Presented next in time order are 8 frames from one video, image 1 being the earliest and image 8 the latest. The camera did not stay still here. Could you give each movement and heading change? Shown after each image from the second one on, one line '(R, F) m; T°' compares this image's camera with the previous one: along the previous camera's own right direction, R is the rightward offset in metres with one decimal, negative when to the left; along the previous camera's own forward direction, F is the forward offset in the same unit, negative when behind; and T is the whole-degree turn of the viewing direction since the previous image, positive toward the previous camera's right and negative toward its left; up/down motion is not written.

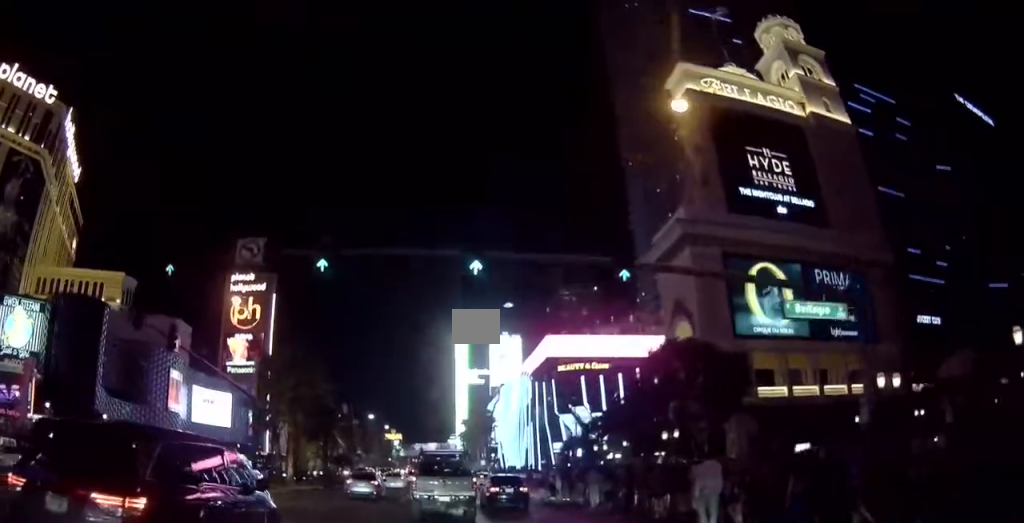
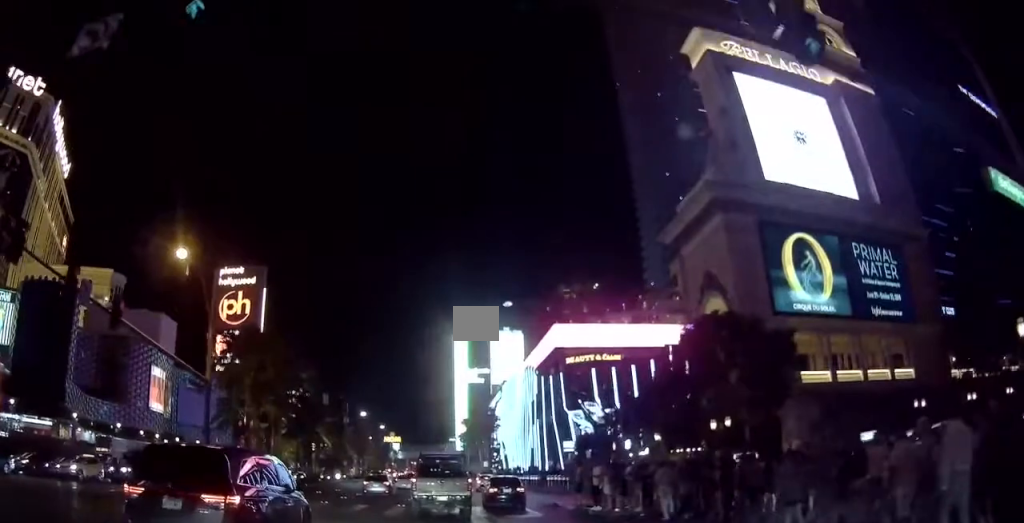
(-0.2, +7.9) m; -2°
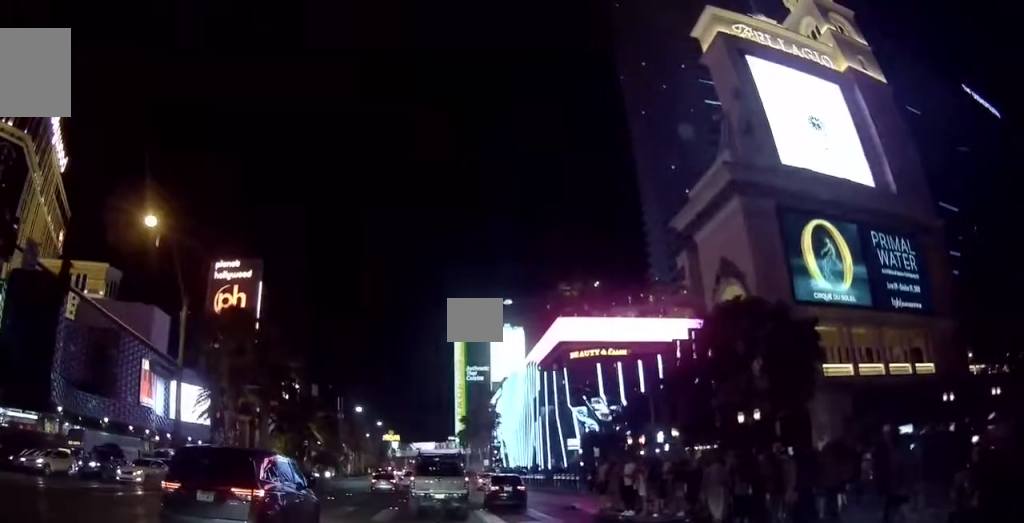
(0.0, +3.6) m; 0°
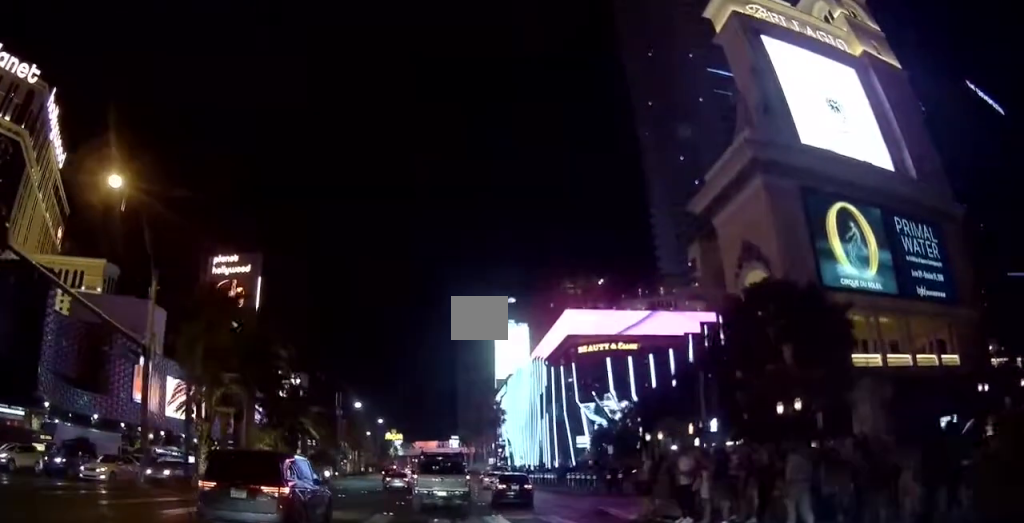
(0.0, +3.9) m; 0°
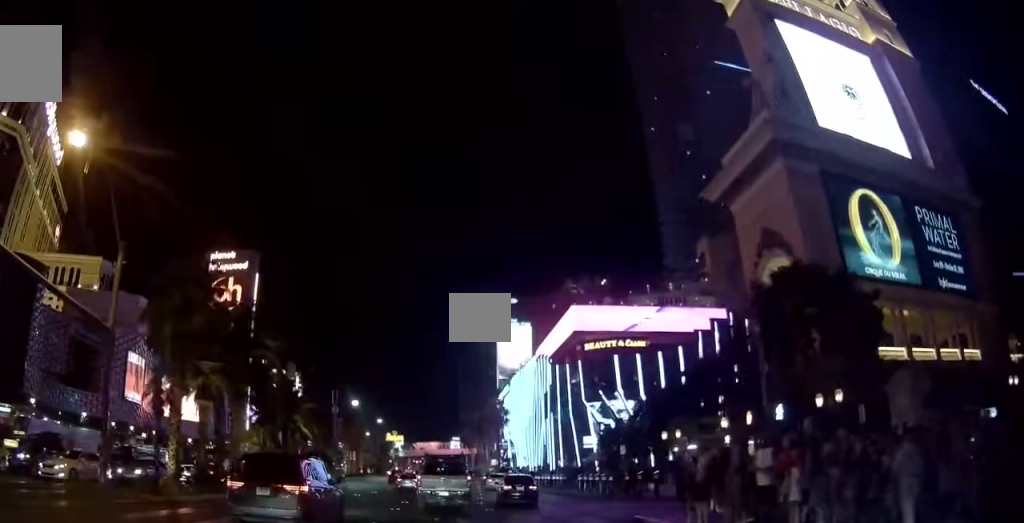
(0.0, +3.5) m; 0°
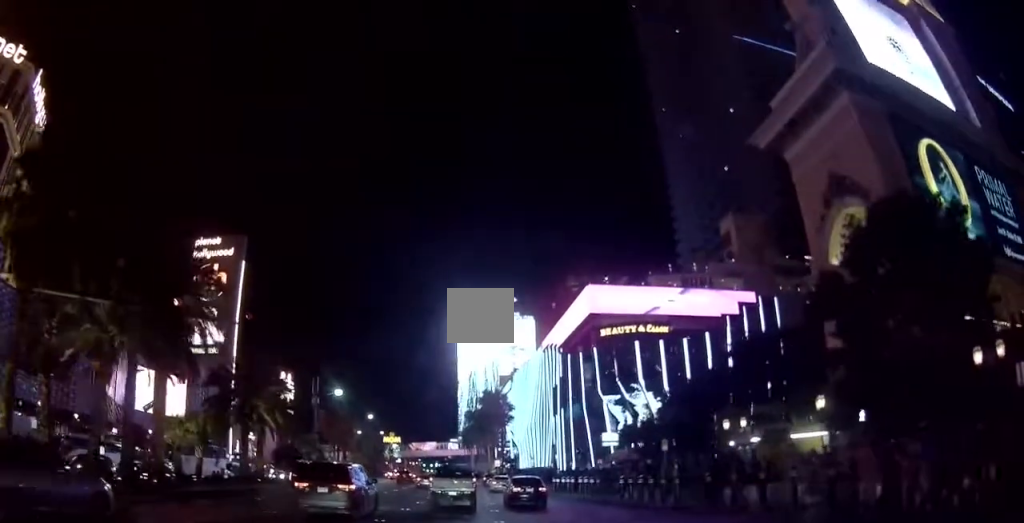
(0.0, +10.5) m; 0°
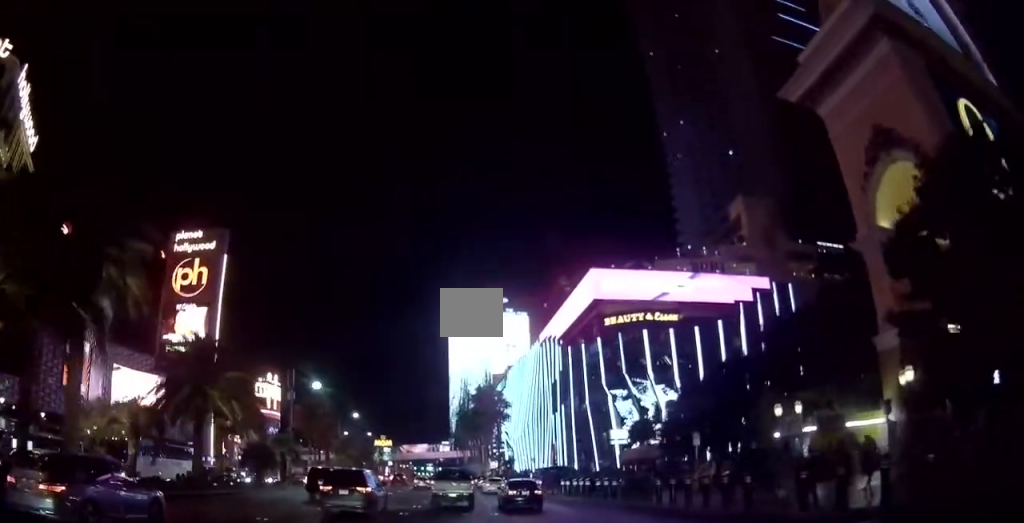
(0.0, +6.6) m; 0°
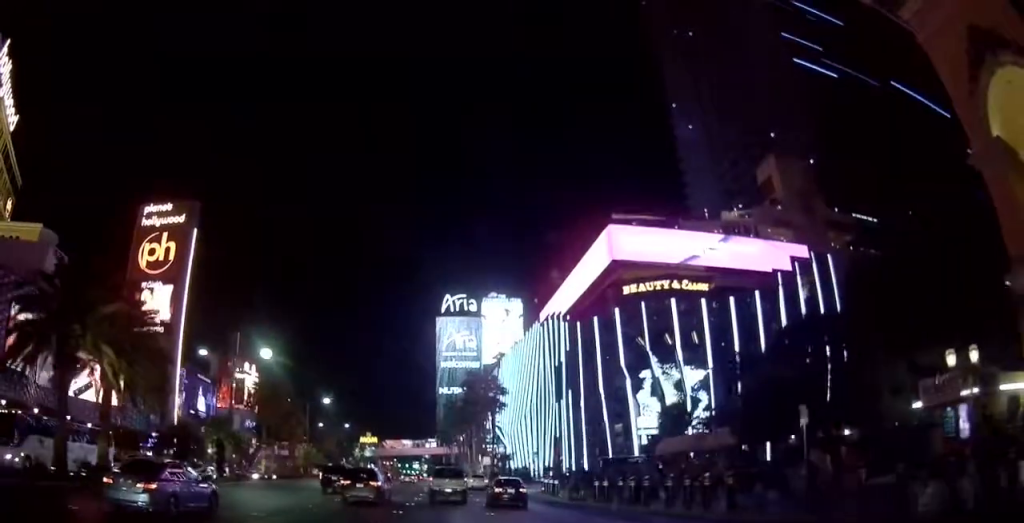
(0.0, +12.4) m; +1°
